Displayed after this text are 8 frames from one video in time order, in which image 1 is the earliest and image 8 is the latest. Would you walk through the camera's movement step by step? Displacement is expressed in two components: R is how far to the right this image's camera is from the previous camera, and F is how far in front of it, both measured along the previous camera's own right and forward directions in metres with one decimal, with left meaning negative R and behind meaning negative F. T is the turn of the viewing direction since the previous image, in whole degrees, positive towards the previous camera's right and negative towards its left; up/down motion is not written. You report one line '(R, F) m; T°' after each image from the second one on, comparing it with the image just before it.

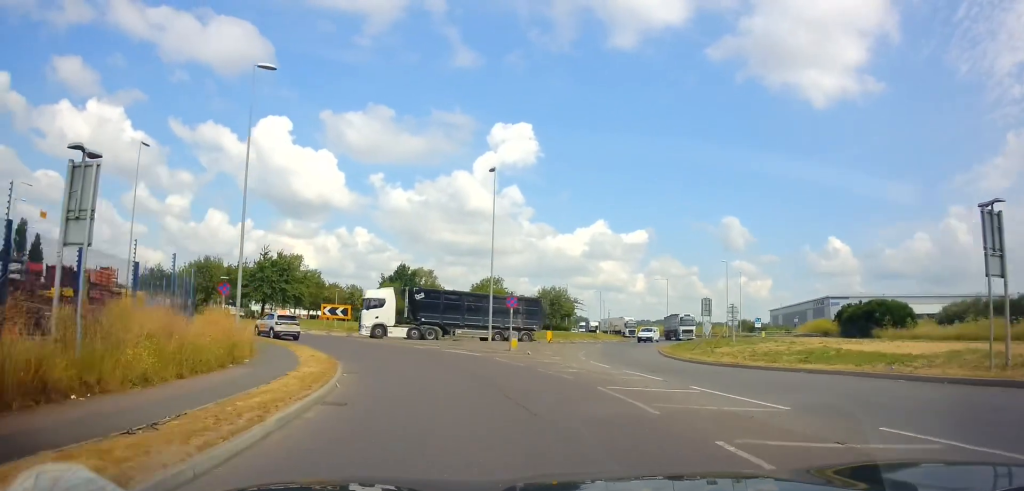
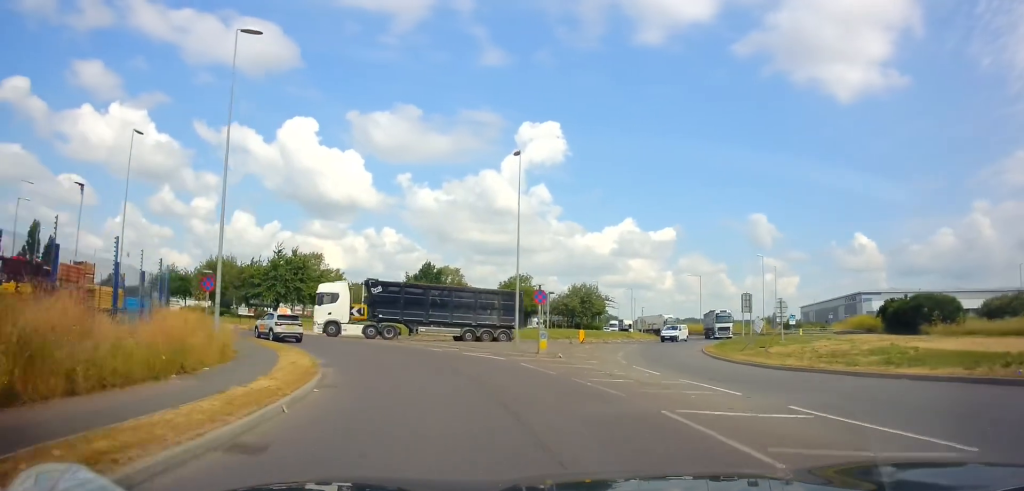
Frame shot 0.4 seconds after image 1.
(+0.1, +3.7) m; -3°
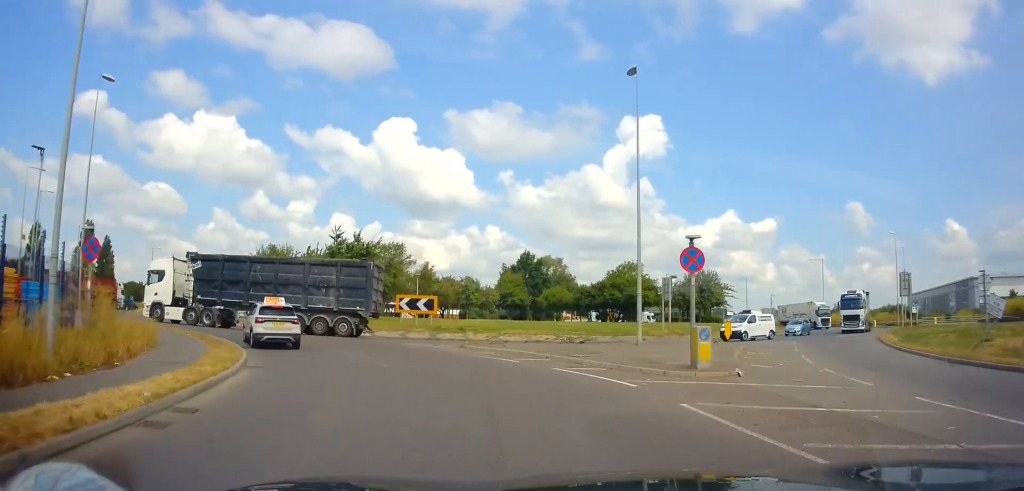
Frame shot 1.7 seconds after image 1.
(-1.4, +11.2) m; -12°
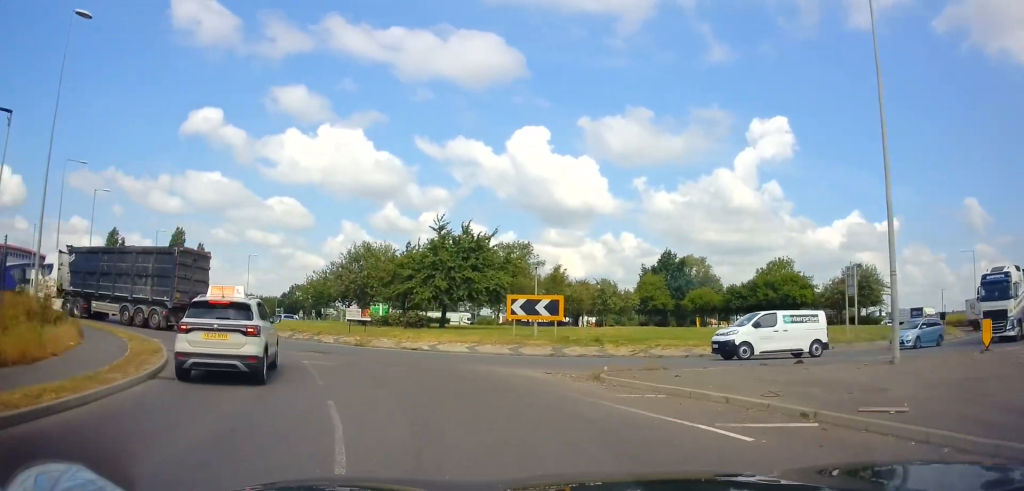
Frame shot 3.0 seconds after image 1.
(-1.3, +10.3) m; -14°
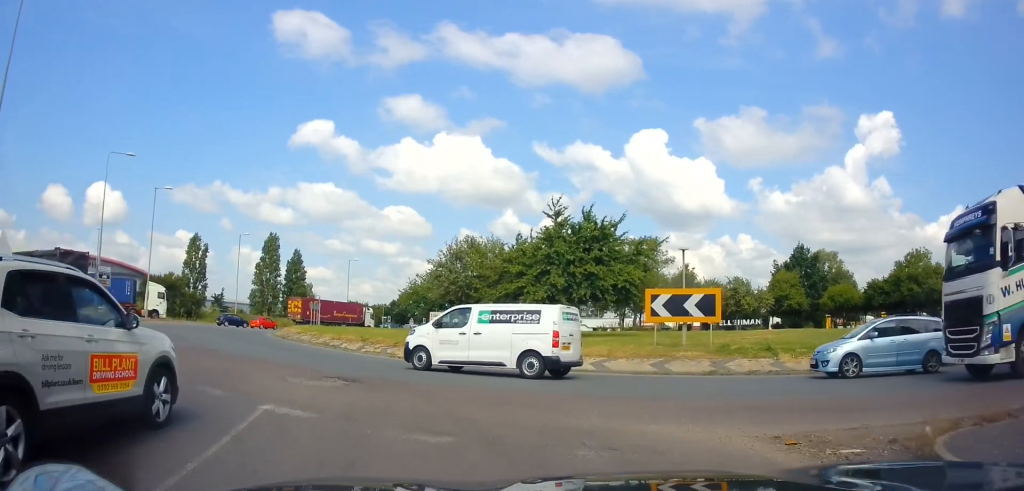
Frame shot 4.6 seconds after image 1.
(-0.8, +8.5) m; -7°
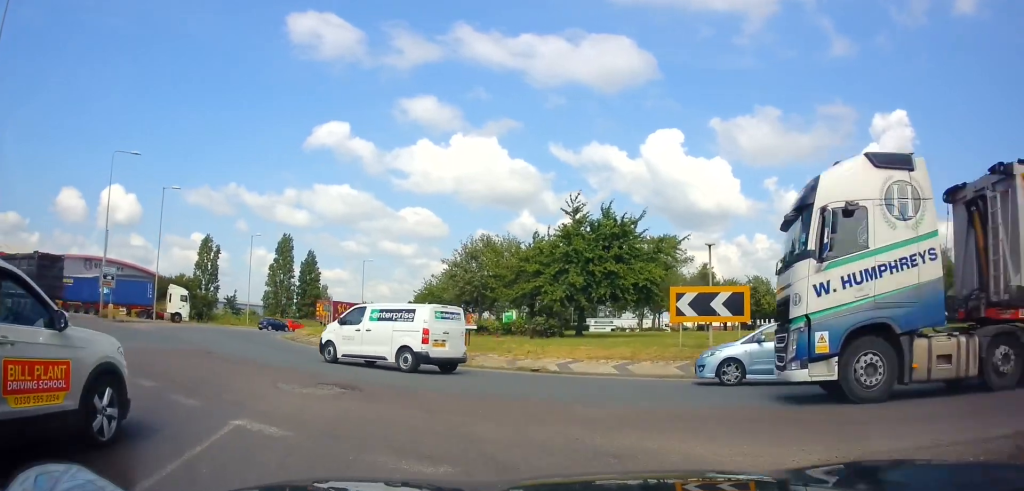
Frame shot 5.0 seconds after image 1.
(0.0, +1.3) m; -3°
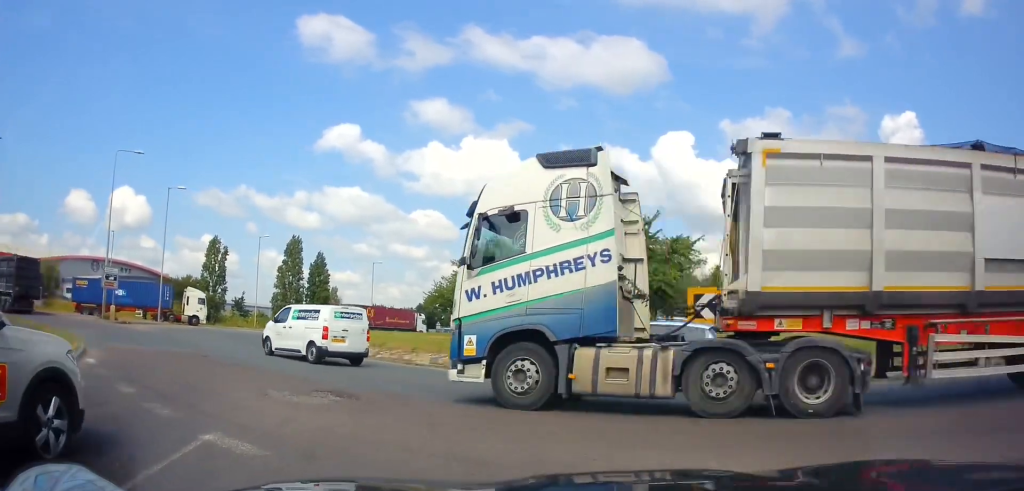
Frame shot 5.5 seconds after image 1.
(+0.1, +1.4) m; -3°
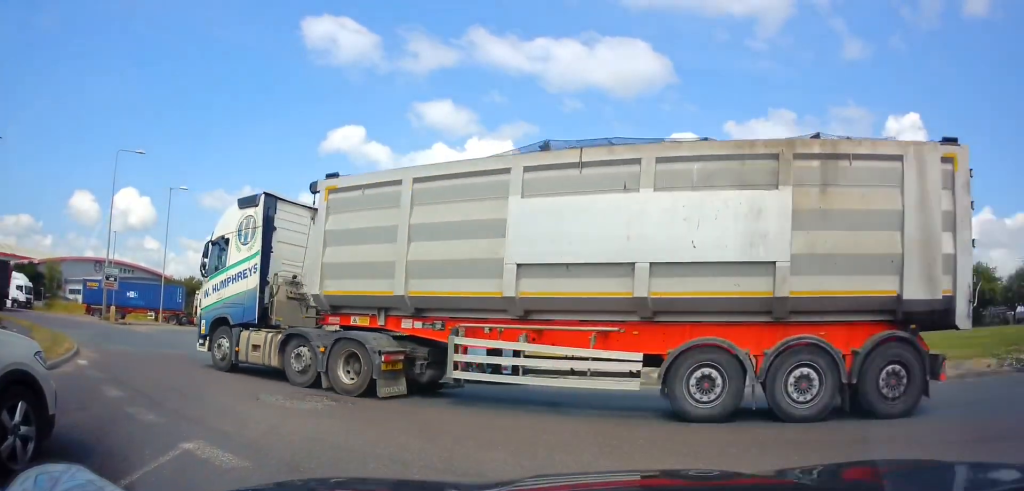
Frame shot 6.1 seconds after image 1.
(-0.2, +0.5) m; 0°
